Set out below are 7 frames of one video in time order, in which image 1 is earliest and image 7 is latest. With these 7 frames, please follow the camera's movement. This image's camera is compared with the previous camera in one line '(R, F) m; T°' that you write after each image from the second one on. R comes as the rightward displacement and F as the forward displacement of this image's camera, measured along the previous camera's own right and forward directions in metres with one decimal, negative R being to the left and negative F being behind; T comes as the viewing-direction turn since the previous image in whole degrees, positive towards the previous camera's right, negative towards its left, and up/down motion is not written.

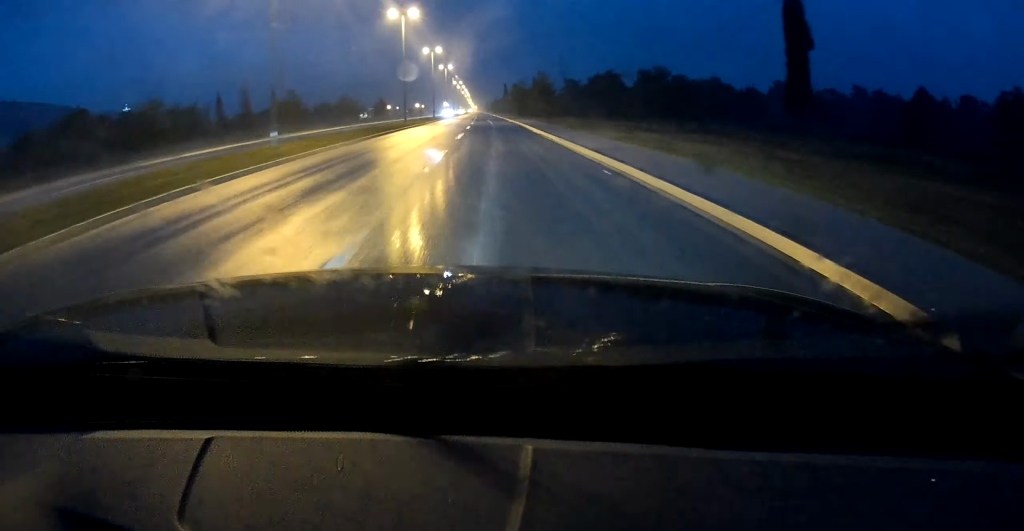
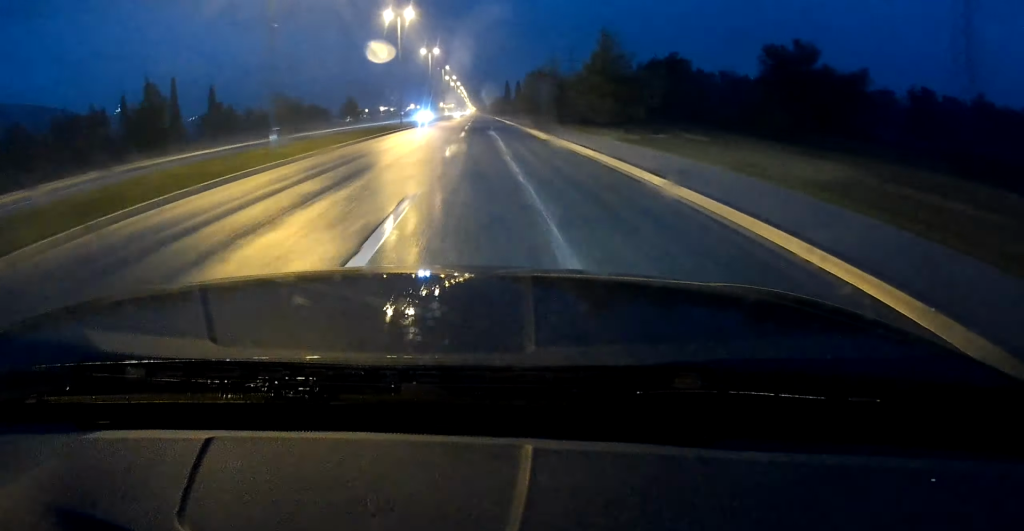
(+0.1, +37.9) m; 0°
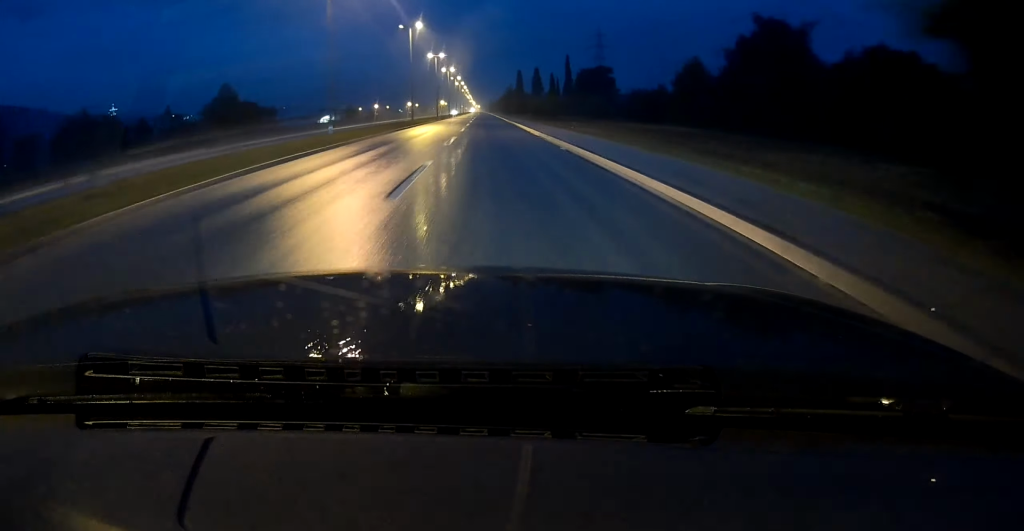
(0.0, +65.2) m; 0°
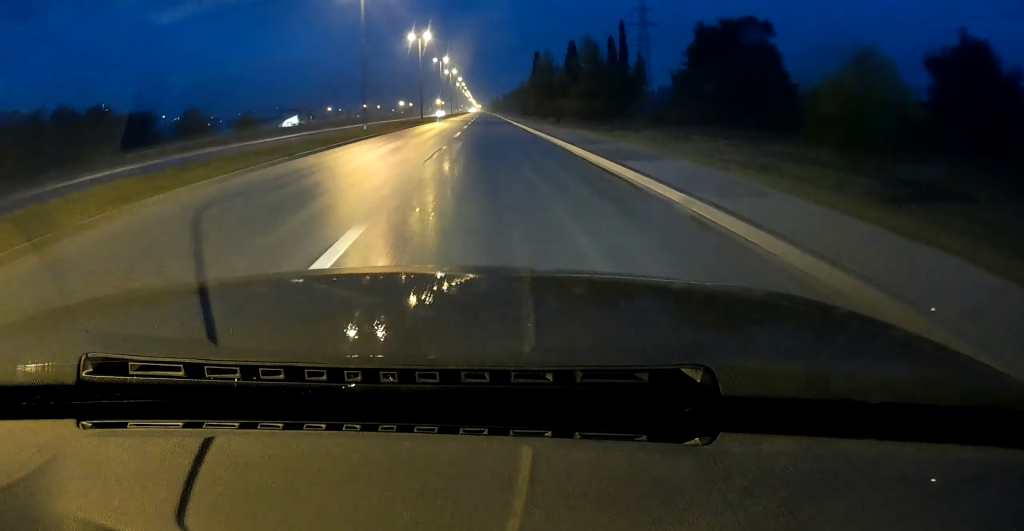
(-0.1, +64.8) m; 0°
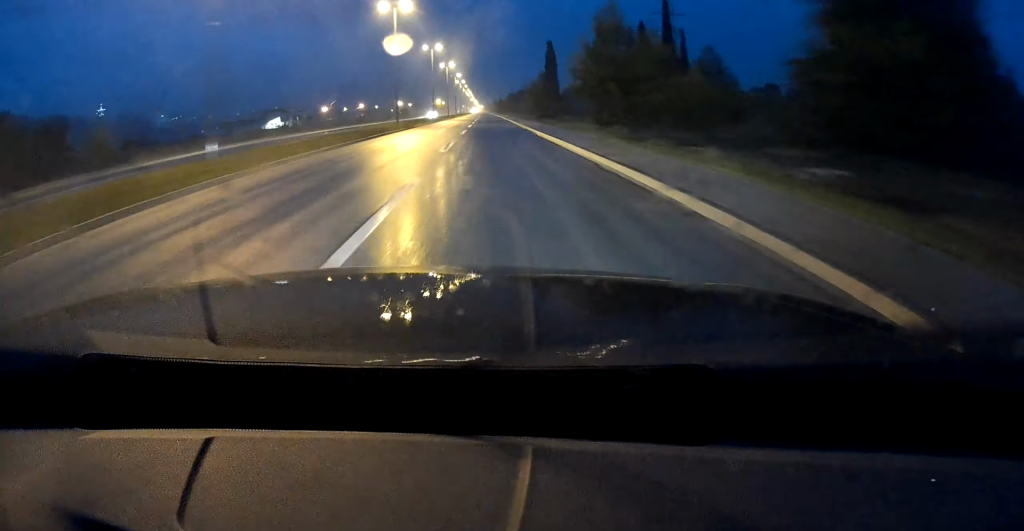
(0.0, +23.6) m; 0°
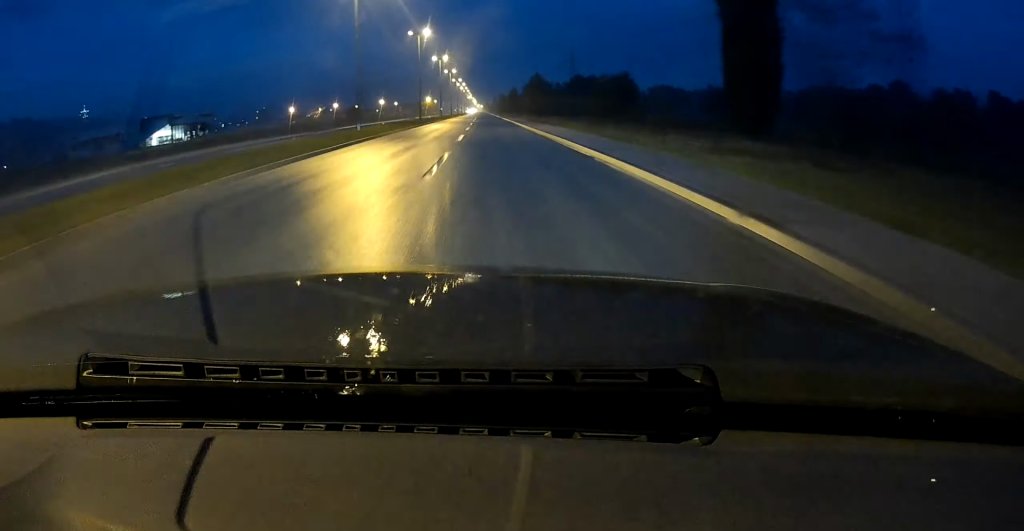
(0.0, +91.0) m; 0°
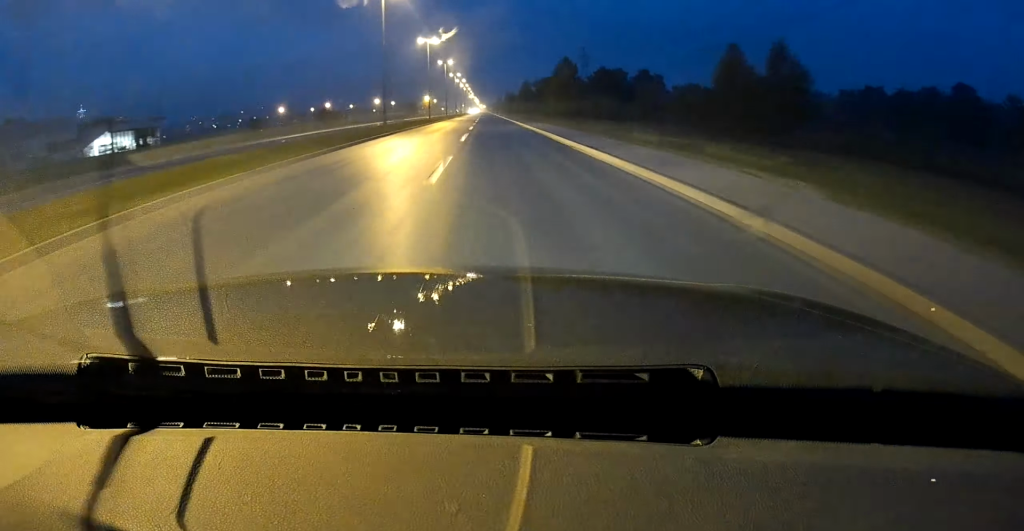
(0.0, +28.6) m; 0°
